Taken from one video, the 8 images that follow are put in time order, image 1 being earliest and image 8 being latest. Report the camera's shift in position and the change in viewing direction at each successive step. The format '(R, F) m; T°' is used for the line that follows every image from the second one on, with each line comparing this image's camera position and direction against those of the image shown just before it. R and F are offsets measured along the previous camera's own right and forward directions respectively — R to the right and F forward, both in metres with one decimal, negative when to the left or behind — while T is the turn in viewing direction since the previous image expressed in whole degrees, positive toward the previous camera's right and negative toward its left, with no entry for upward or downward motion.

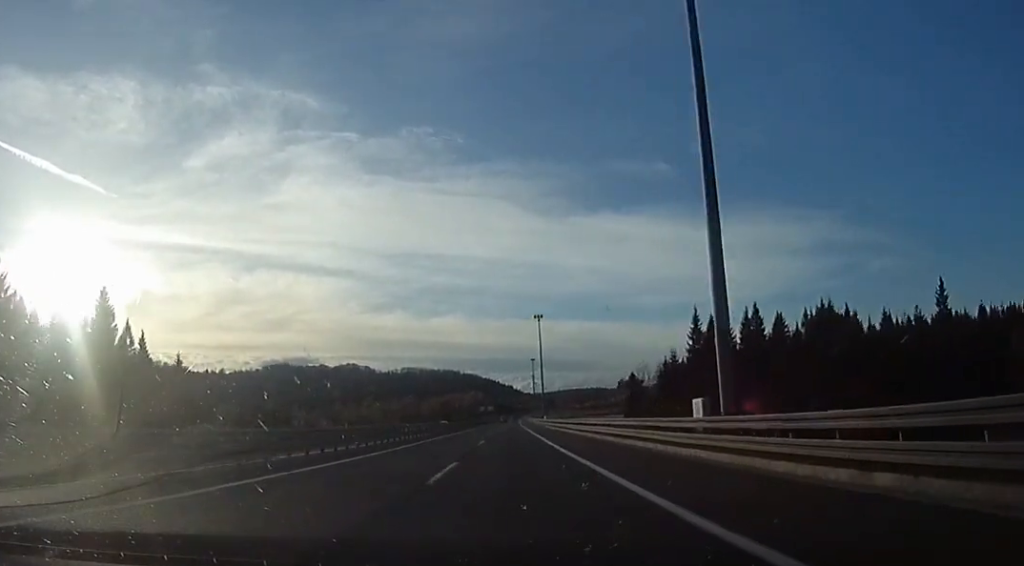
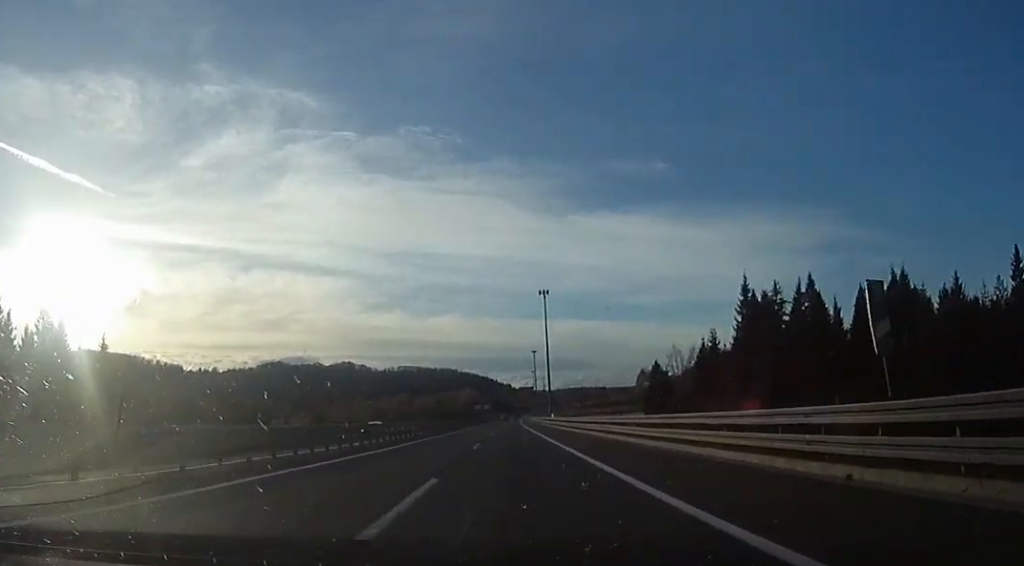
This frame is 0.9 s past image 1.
(-0.2, +25.2) m; +1°
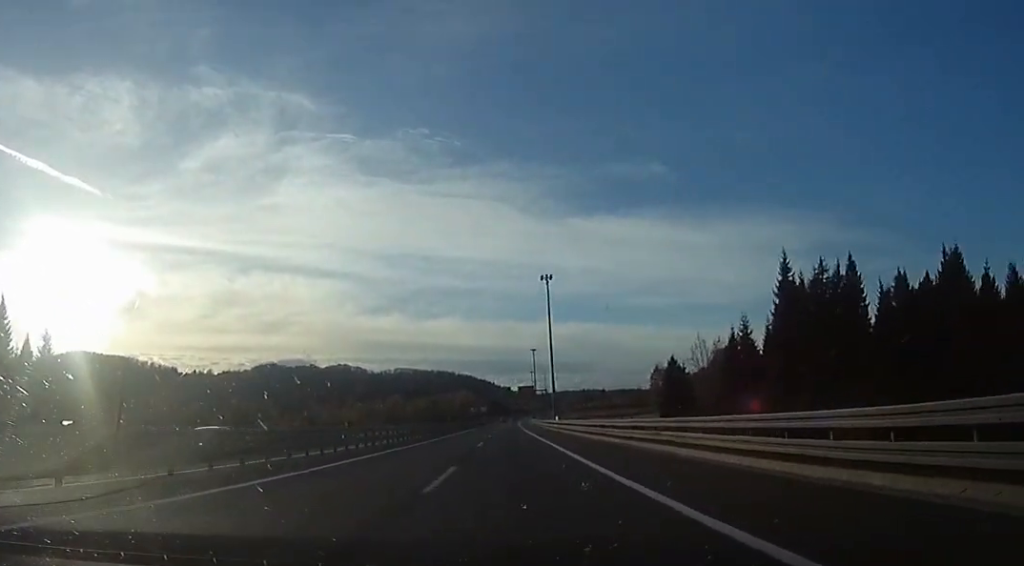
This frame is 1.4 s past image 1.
(+0.5, +14.3) m; +2°
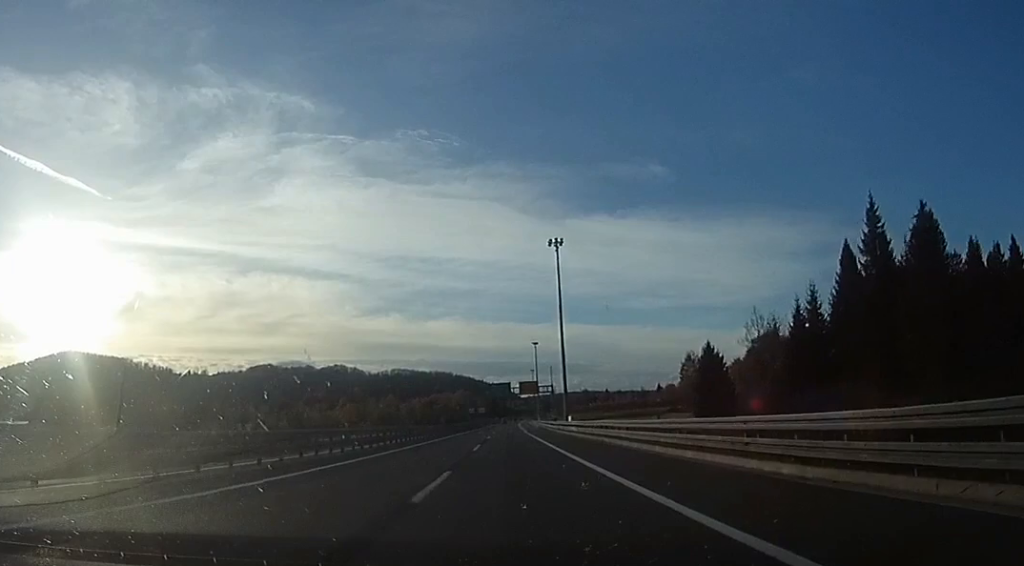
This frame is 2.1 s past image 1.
(+0.1, +20.5) m; -1°
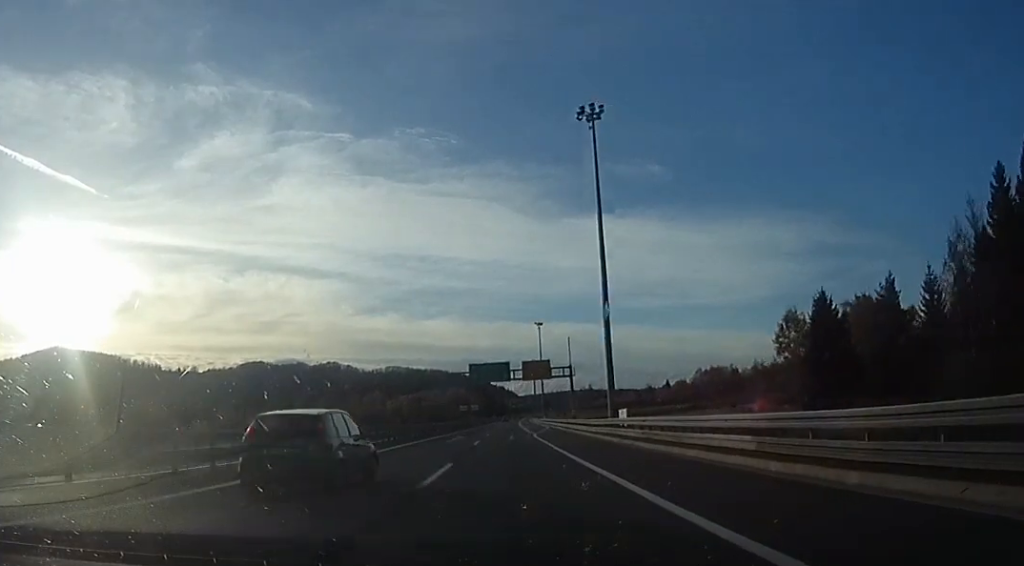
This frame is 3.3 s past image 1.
(-1.4, +34.7) m; -1°
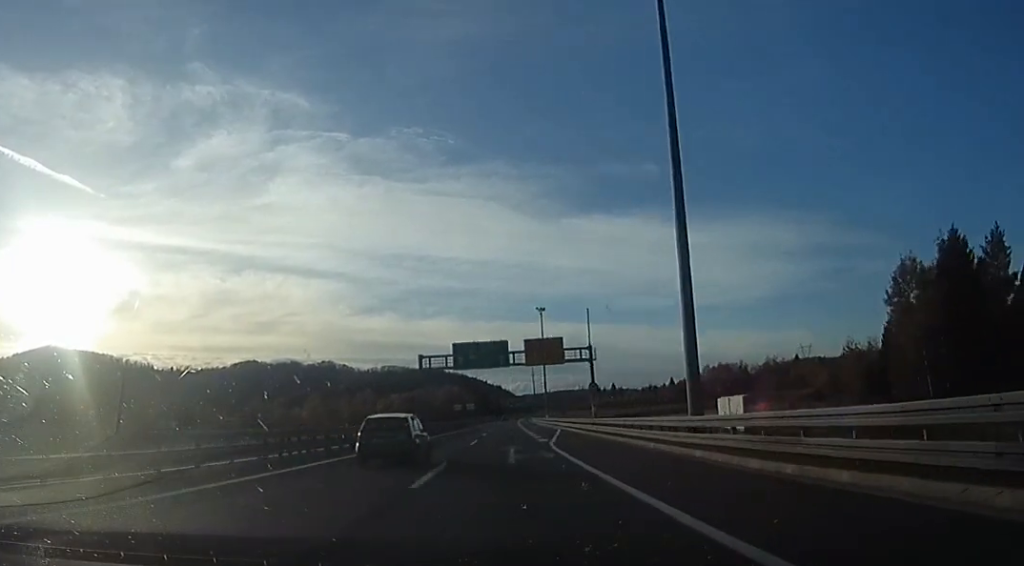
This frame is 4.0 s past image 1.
(+0.4, +19.6) m; +1°
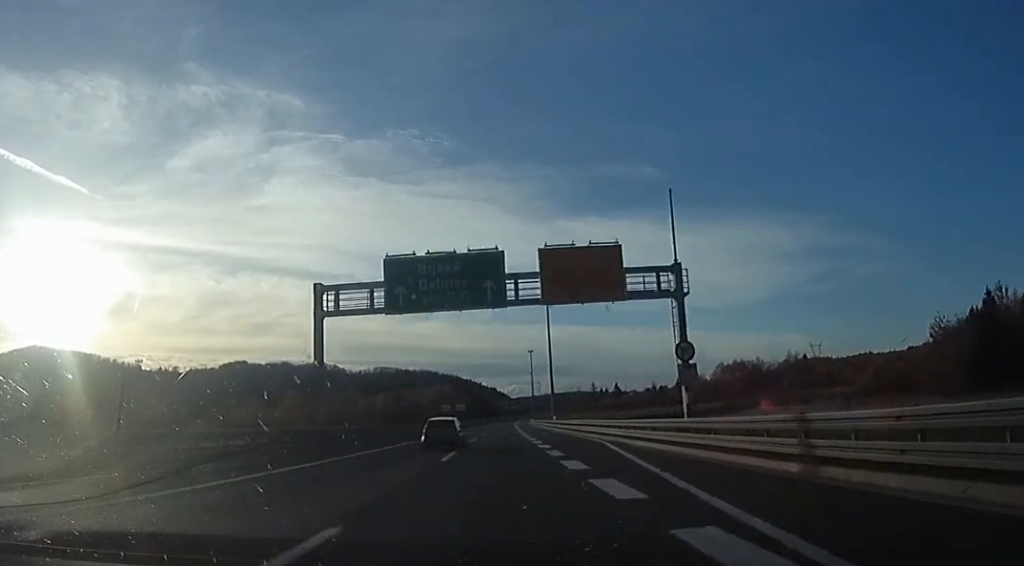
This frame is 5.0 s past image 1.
(+0.8, +29.8) m; +1°
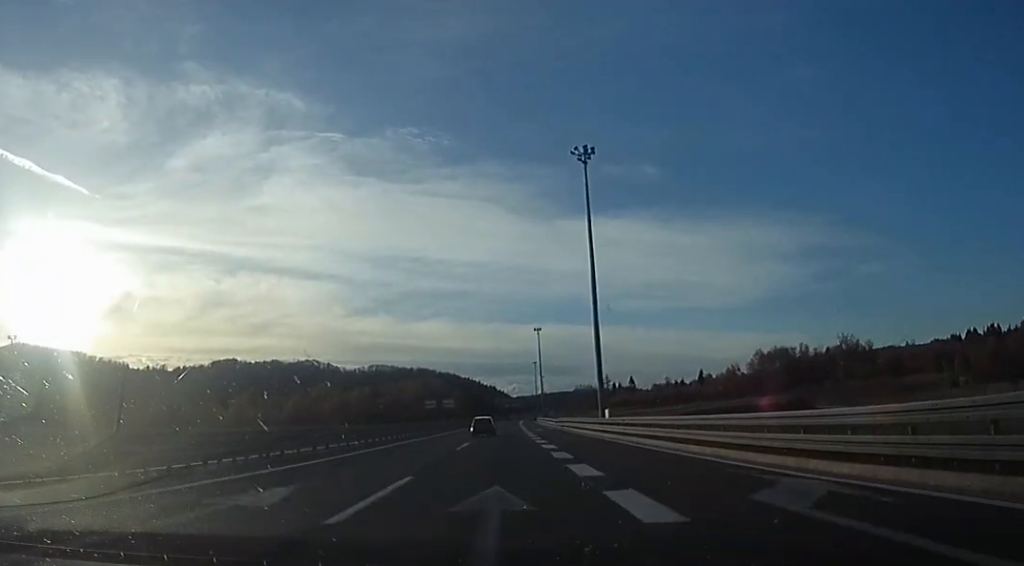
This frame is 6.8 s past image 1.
(+0.1, +49.4) m; 0°
